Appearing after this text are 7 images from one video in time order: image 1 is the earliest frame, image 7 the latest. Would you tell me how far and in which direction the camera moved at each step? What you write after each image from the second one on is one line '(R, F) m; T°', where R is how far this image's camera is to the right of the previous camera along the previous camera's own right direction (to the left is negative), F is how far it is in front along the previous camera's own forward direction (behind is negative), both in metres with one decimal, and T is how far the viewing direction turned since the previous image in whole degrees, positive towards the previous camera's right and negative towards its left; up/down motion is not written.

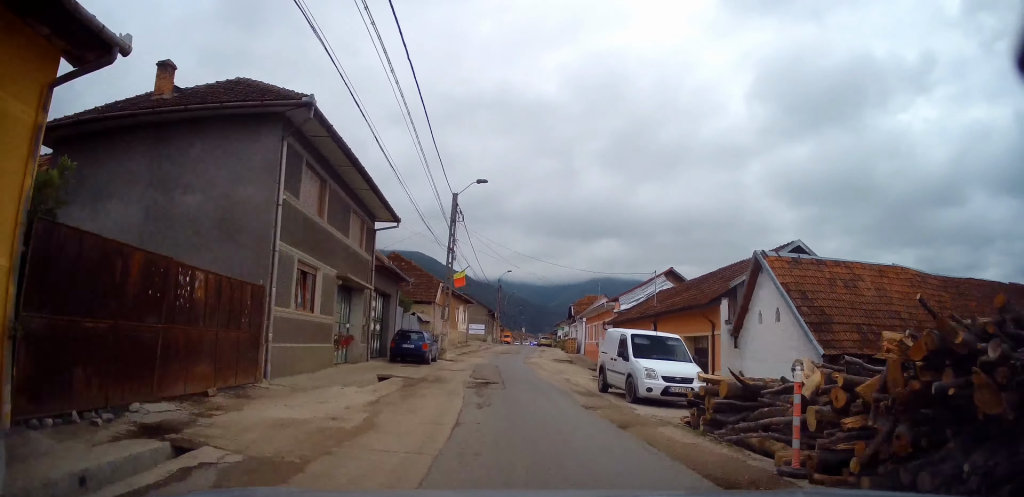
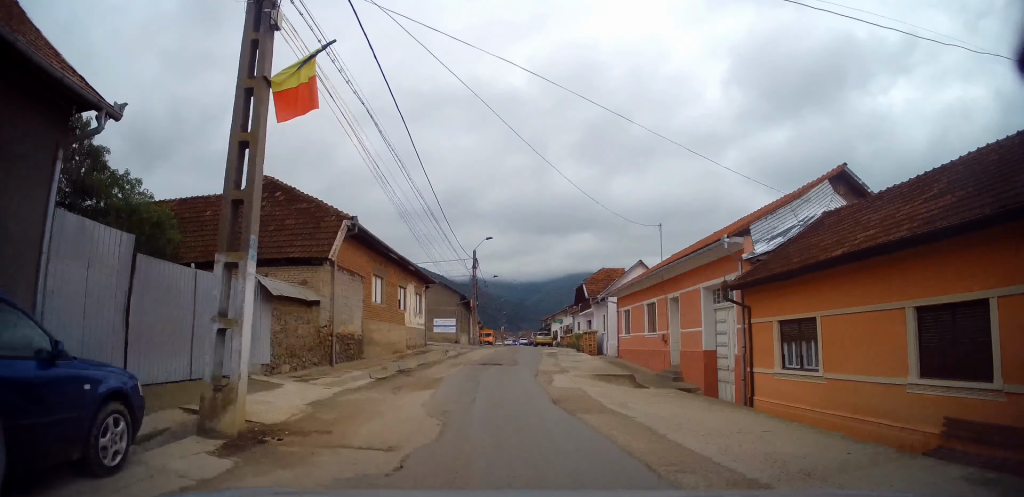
(0.0, +22.8) m; +2°
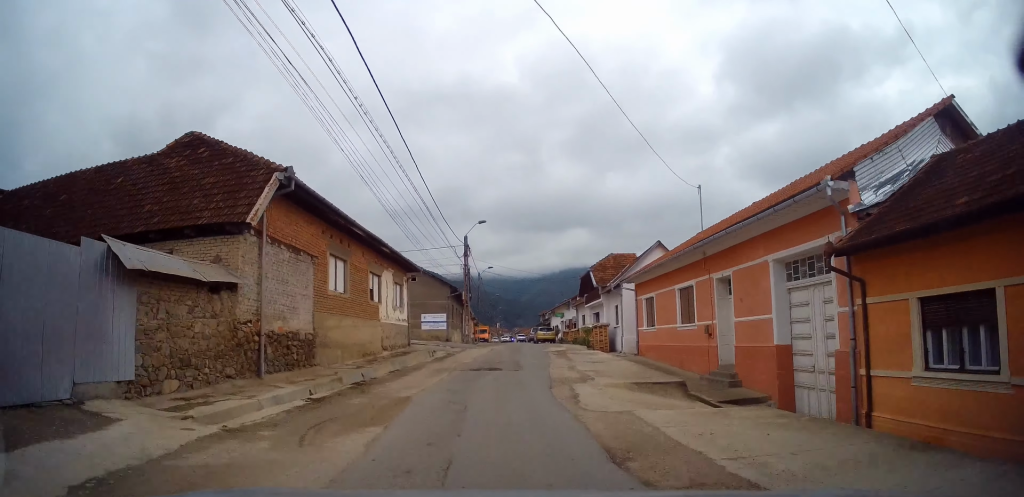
(+0.1, +5.7) m; +2°
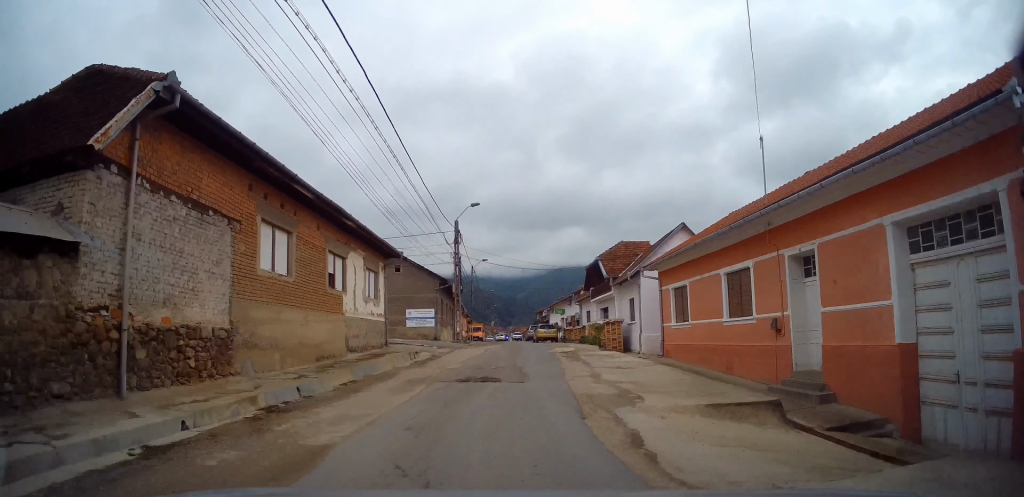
(0.0, +5.3) m; +1°
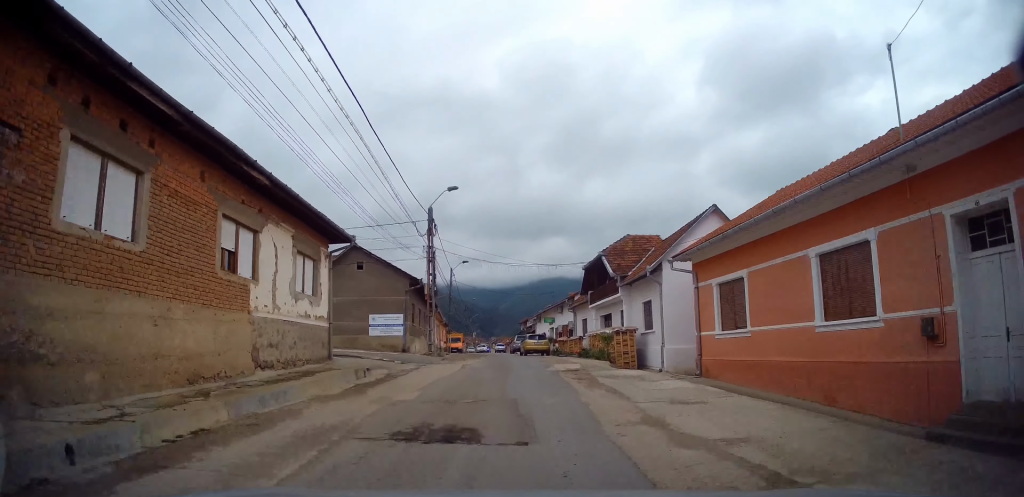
(+0.2, +6.5) m; +1°
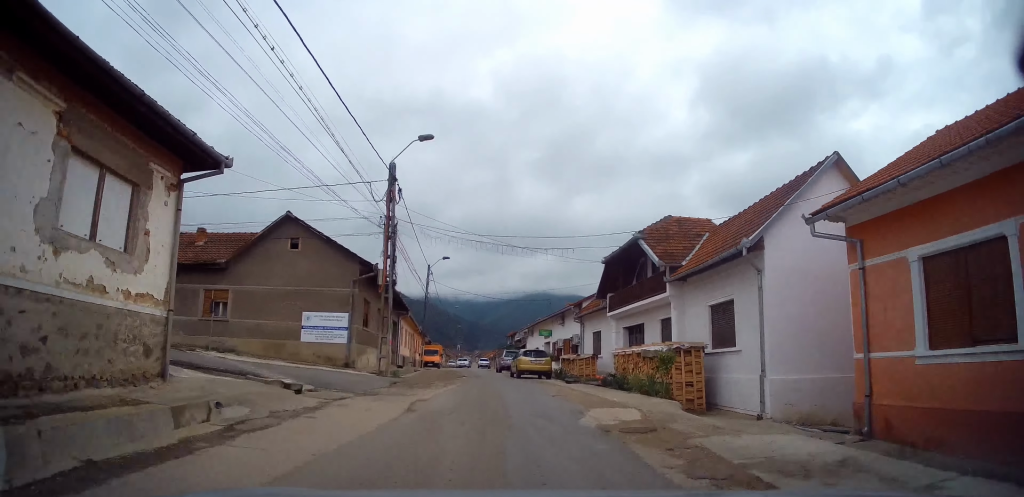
(0.0, +9.4) m; -1°
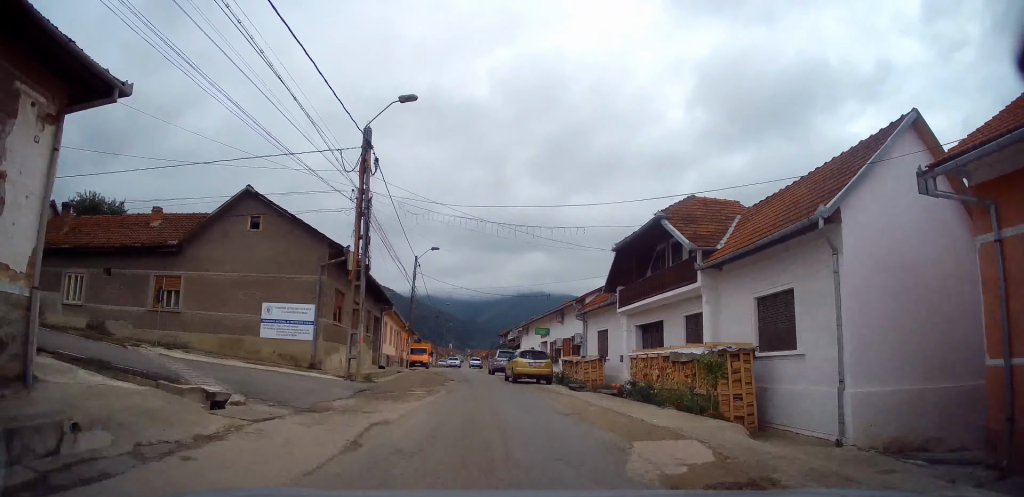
(0.0, +3.3) m; +1°
